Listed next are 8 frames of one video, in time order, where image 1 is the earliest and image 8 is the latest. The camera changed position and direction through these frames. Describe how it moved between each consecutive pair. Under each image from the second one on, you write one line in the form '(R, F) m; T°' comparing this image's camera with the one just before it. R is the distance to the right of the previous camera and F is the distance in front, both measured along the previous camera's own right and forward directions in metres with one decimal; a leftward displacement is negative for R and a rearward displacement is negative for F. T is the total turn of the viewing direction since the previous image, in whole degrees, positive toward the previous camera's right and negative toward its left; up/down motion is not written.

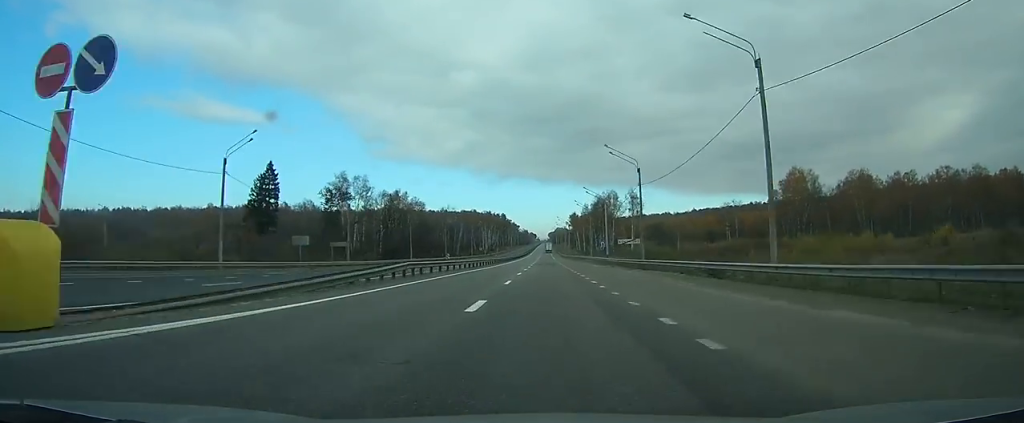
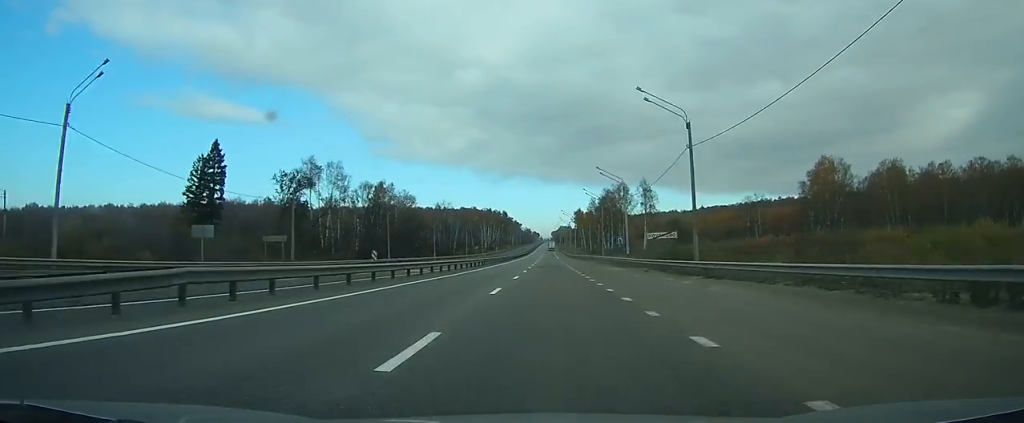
(0.0, +18.4) m; 0°
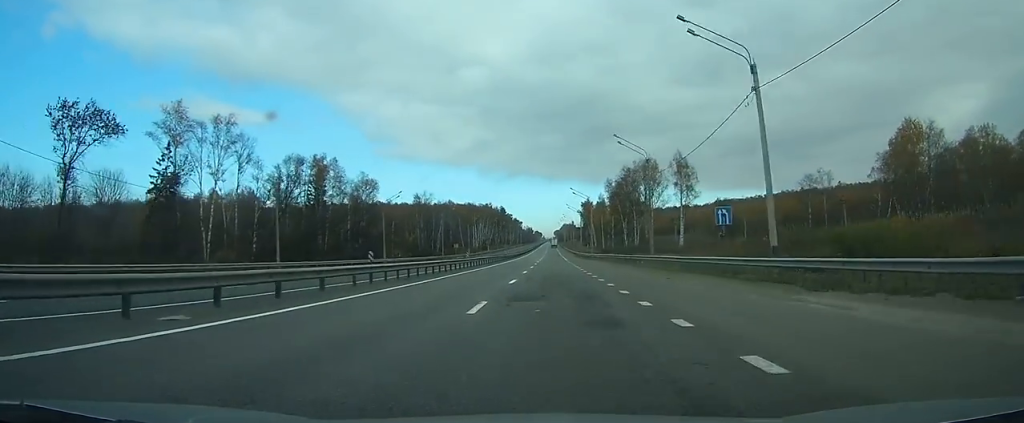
(-0.1, +40.4) m; 0°
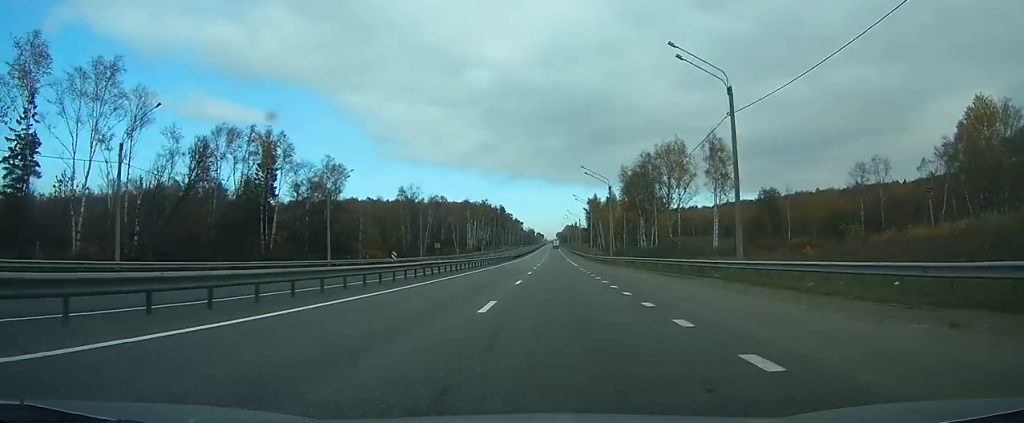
(0.0, +22.3) m; 0°
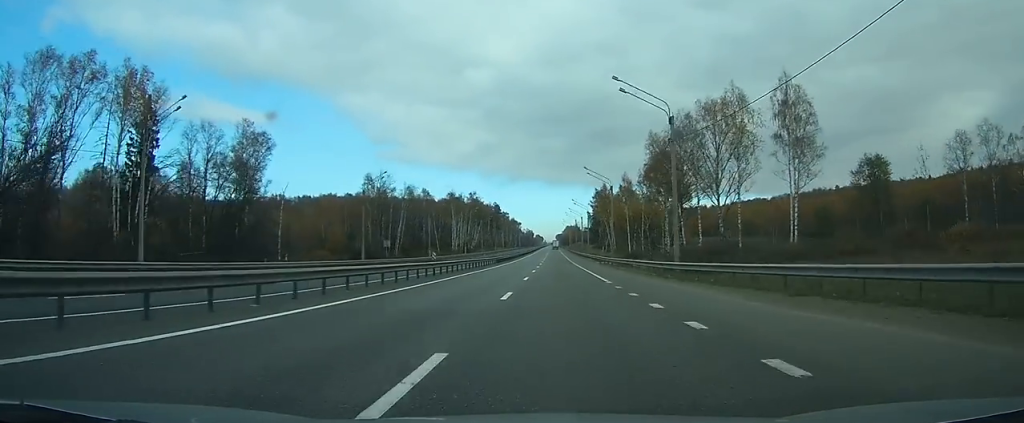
(0.0, +33.2) m; 0°
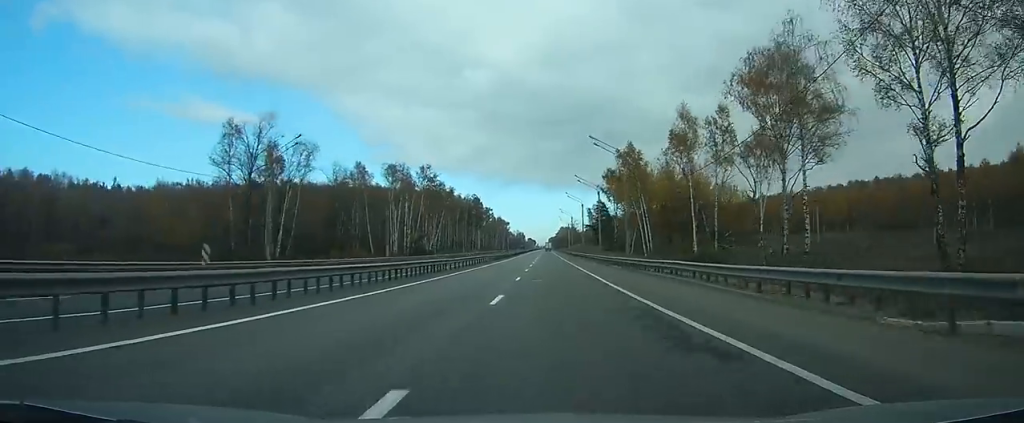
(+0.3, +63.1) m; +1°
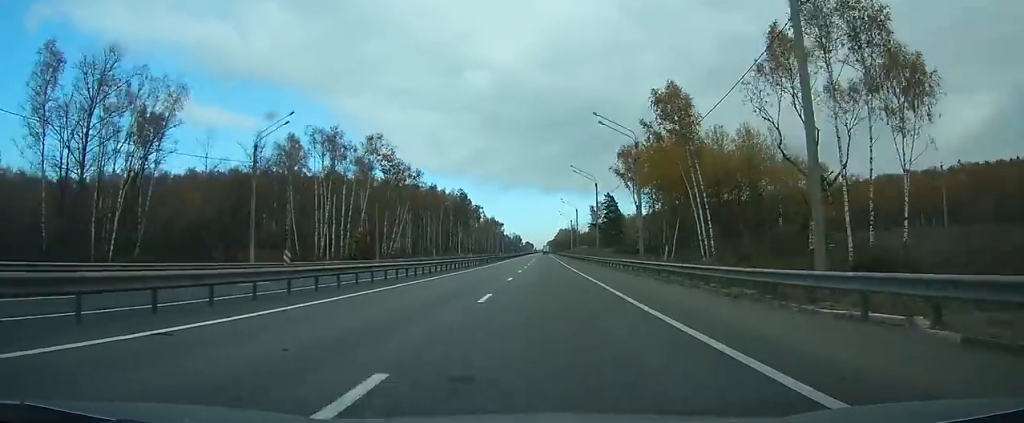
(+0.1, +34.7) m; 0°
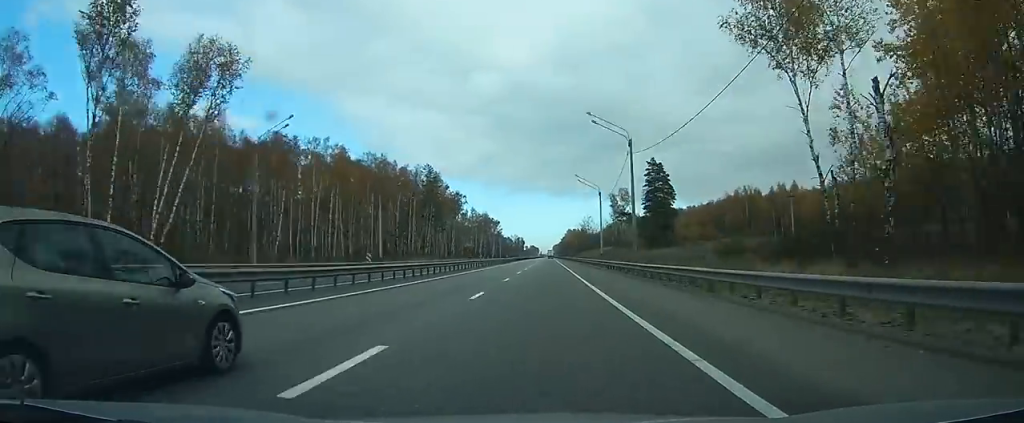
(-0.4, +67.7) m; -1°
